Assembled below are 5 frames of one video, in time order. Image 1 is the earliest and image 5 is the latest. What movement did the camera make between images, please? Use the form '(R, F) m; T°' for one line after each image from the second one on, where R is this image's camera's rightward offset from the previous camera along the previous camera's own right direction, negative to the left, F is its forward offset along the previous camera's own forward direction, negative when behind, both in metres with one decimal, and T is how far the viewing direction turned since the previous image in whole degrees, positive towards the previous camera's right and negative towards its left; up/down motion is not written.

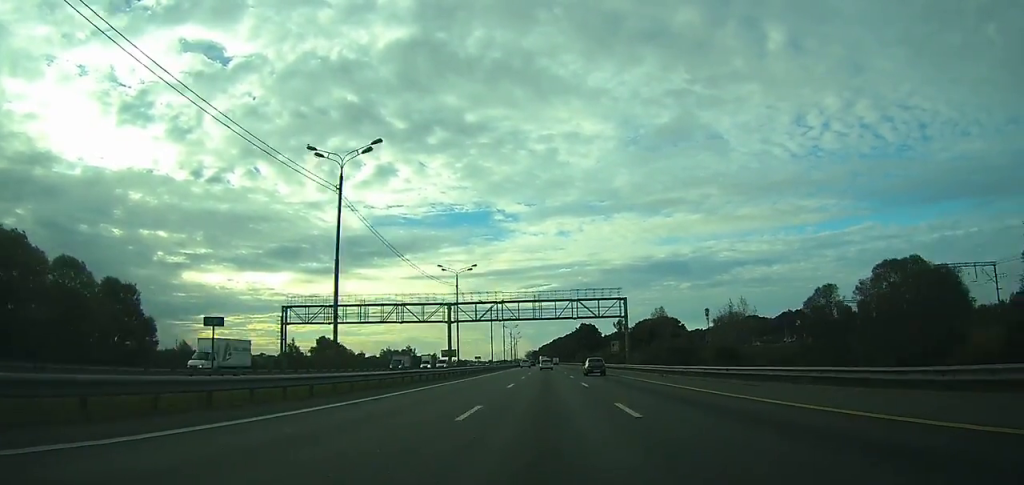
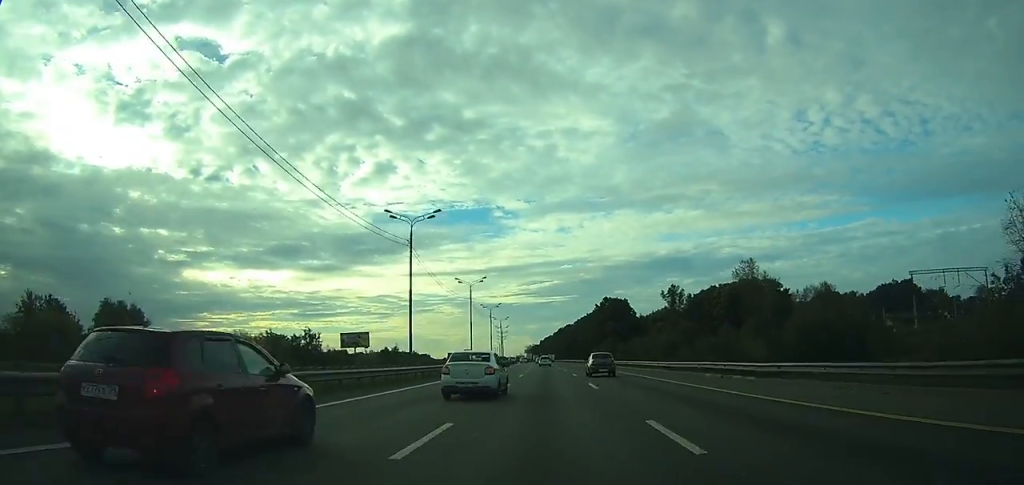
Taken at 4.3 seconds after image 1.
(+0.1, +110.7) m; 0°
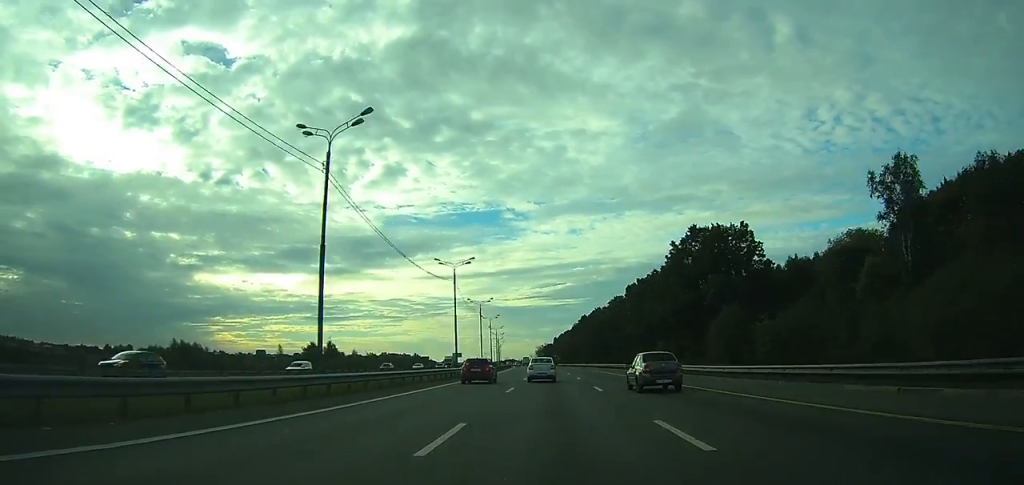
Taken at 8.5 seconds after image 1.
(-1.2, +117.8) m; -1°
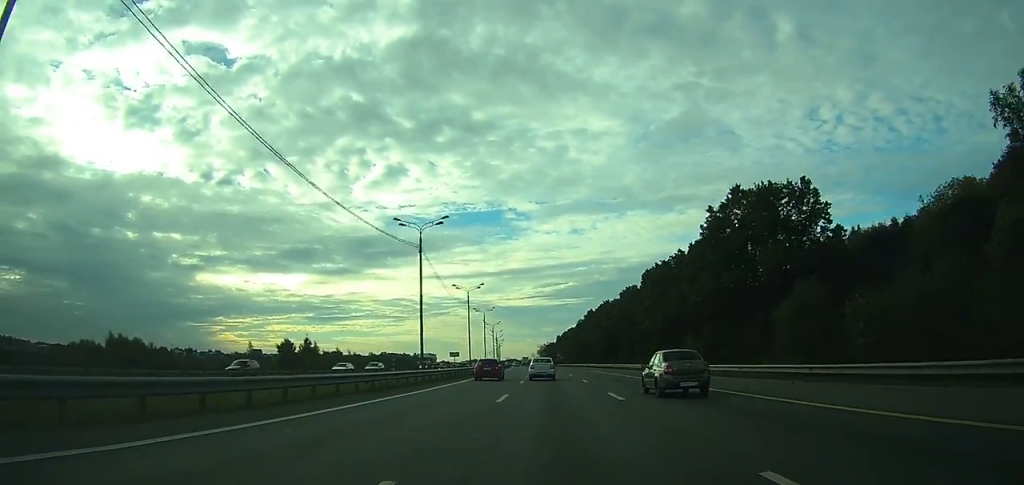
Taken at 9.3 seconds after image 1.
(-0.1, +20.8) m; 0°
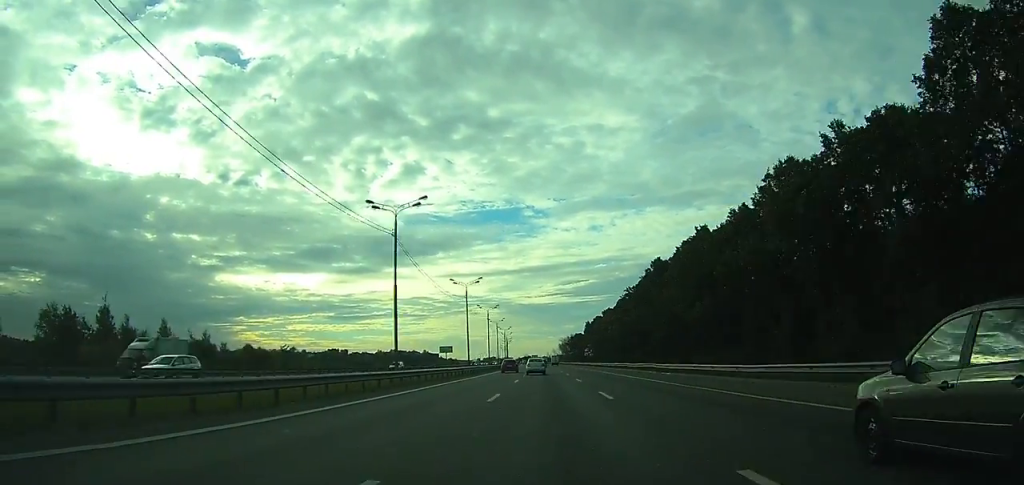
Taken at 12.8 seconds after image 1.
(-1.2, +85.6) m; -2°
